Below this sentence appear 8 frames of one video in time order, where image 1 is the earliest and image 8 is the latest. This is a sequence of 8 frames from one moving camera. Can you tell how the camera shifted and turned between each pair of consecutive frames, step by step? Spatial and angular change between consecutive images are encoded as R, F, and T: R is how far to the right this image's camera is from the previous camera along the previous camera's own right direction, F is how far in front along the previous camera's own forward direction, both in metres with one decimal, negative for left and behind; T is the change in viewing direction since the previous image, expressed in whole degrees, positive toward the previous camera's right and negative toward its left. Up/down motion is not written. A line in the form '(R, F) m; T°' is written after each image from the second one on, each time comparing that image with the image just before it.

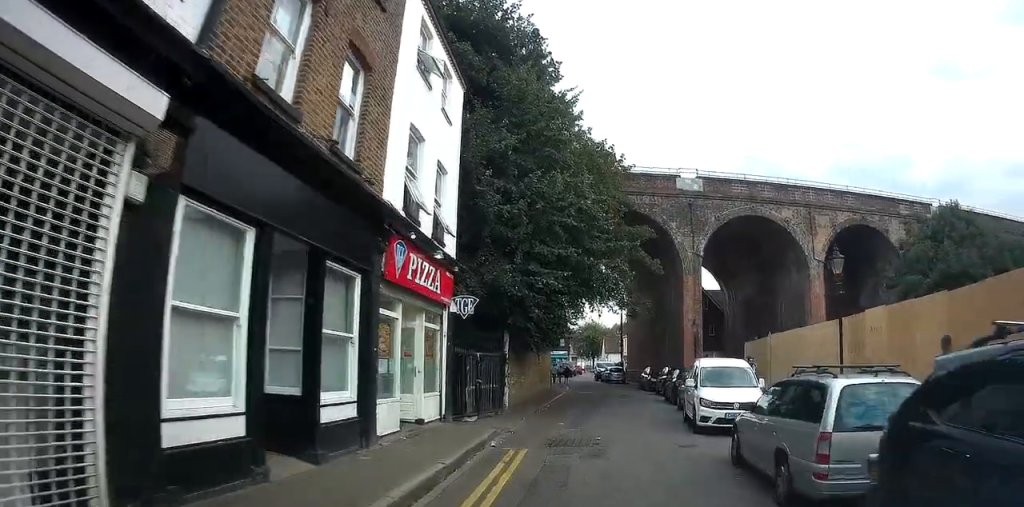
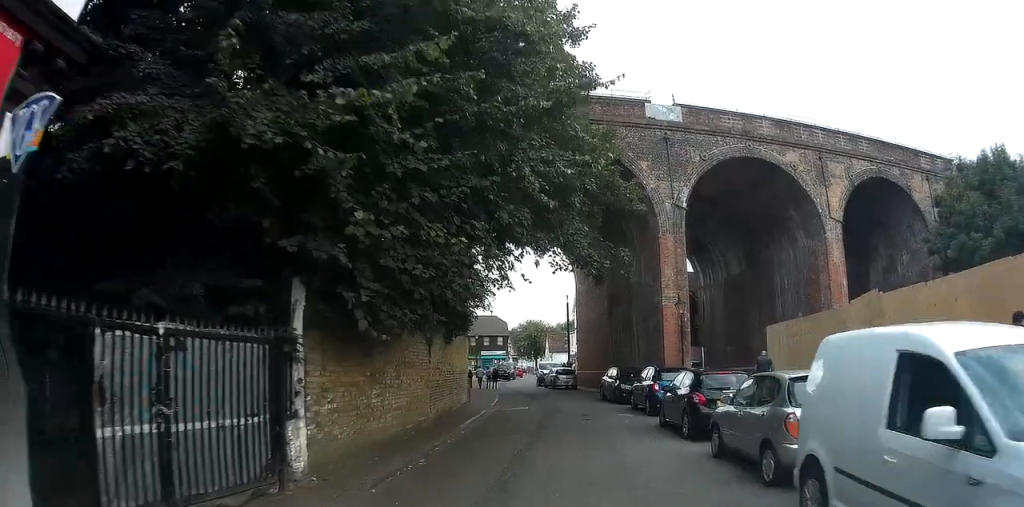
(+0.5, +10.9) m; +1°
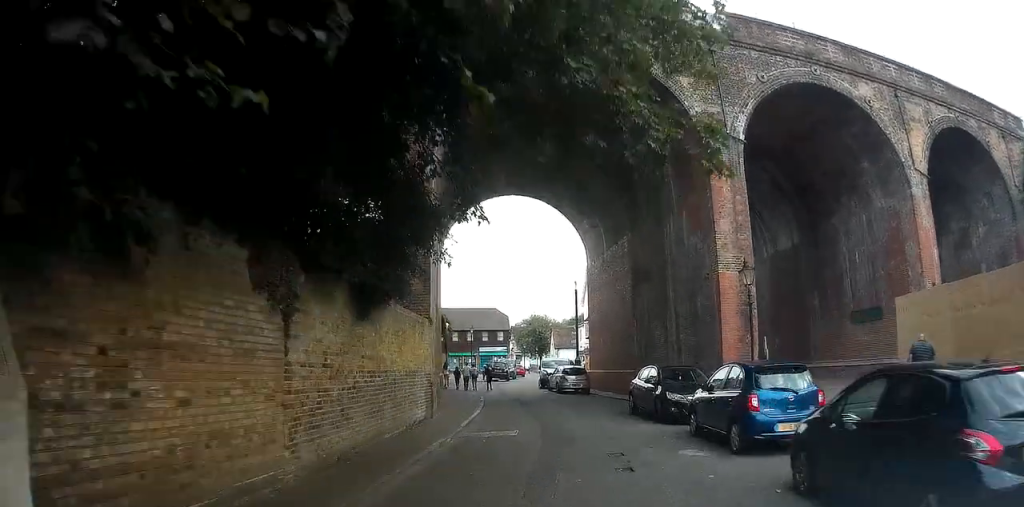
(-0.3, +8.1) m; -1°
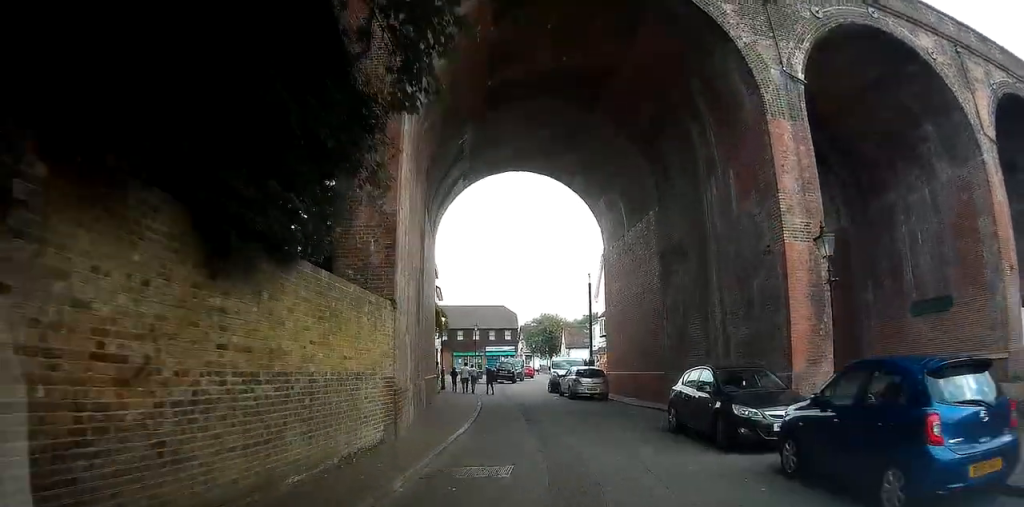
(0.0, +4.4) m; +1°
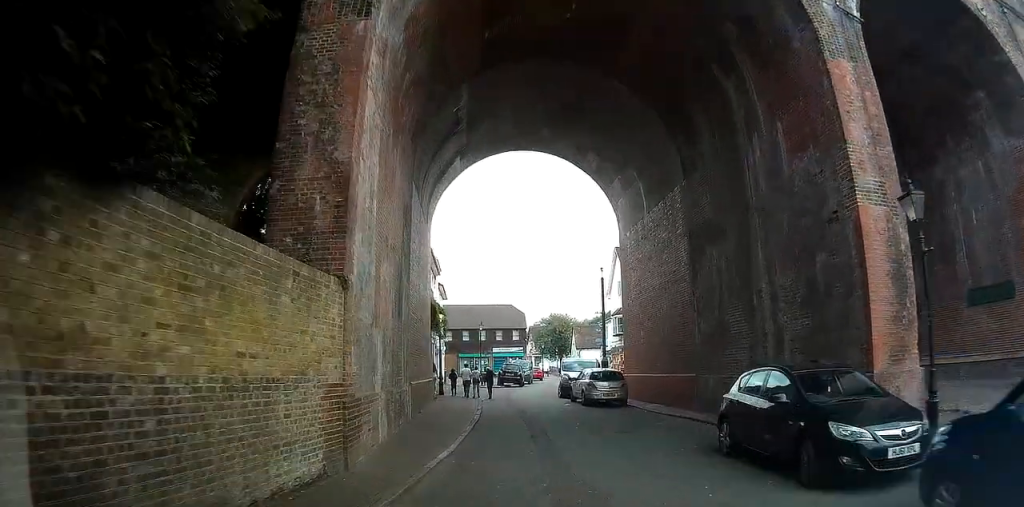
(+0.1, +3.1) m; 0°
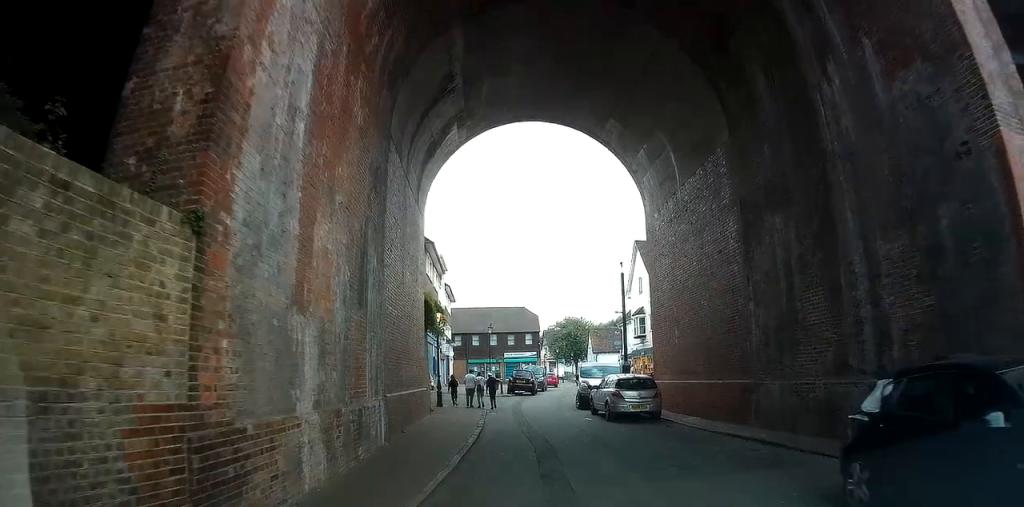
(-0.1, +3.6) m; -1°
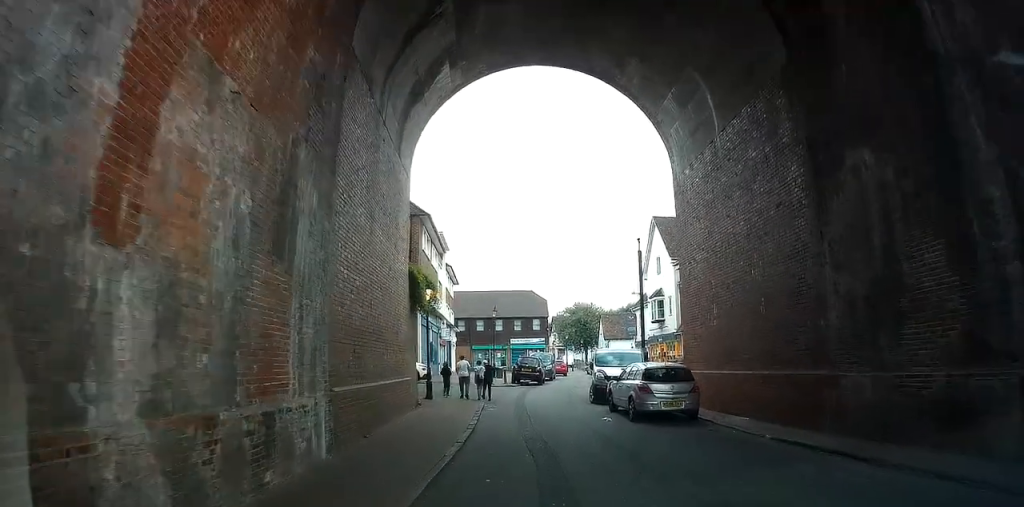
(0.0, +3.4) m; -2°
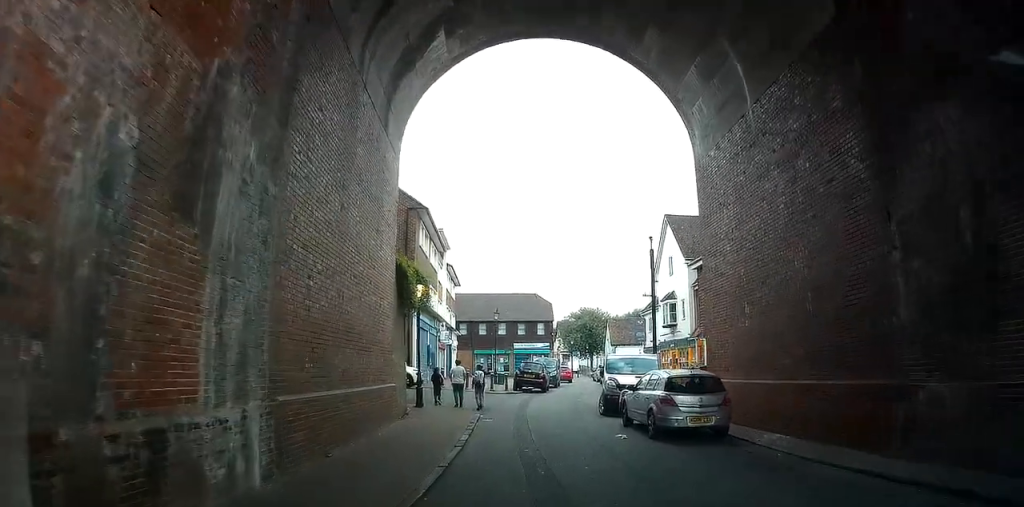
(0.0, +2.2) m; -1°
